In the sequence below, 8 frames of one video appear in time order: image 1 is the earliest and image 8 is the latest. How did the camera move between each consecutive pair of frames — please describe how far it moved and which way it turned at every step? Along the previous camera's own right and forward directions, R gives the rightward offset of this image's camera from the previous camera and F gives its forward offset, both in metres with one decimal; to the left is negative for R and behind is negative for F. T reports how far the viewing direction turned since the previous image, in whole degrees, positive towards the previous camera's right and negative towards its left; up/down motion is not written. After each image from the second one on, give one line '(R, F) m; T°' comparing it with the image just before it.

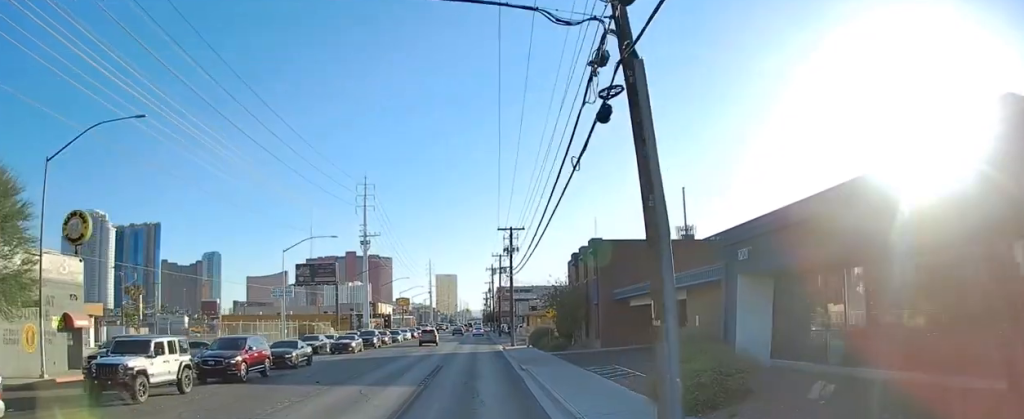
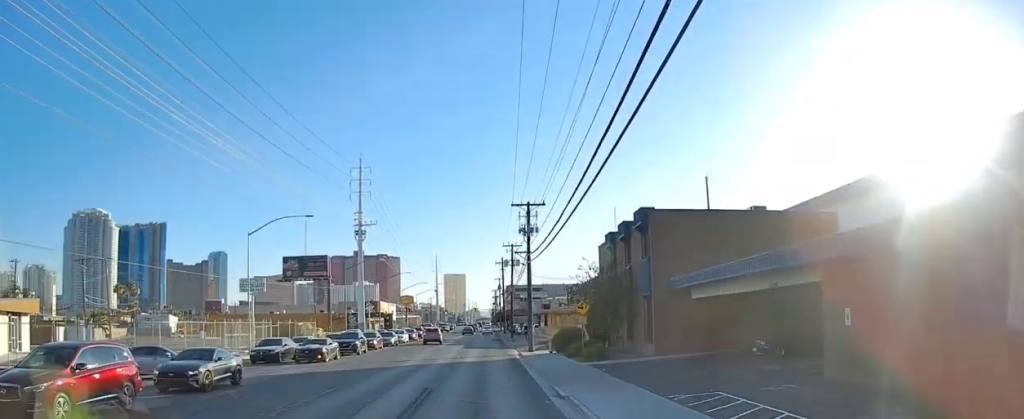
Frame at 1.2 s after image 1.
(-0.1, +12.4) m; 0°
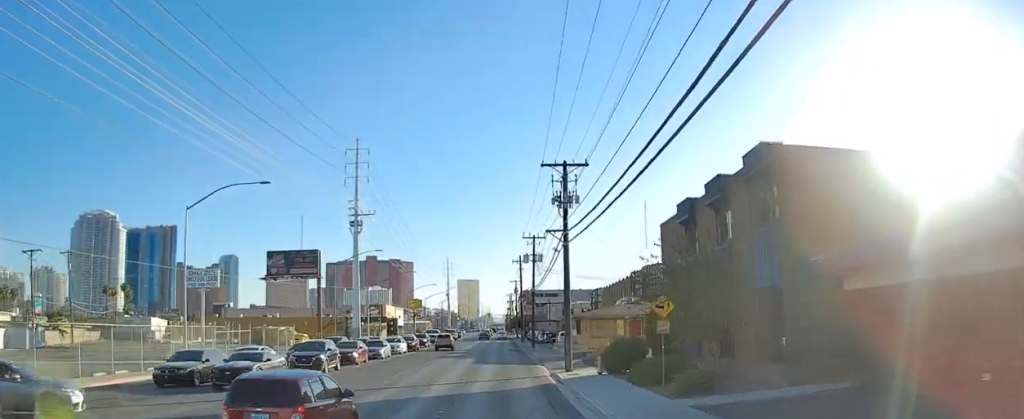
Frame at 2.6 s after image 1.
(+0.1, +13.4) m; 0°
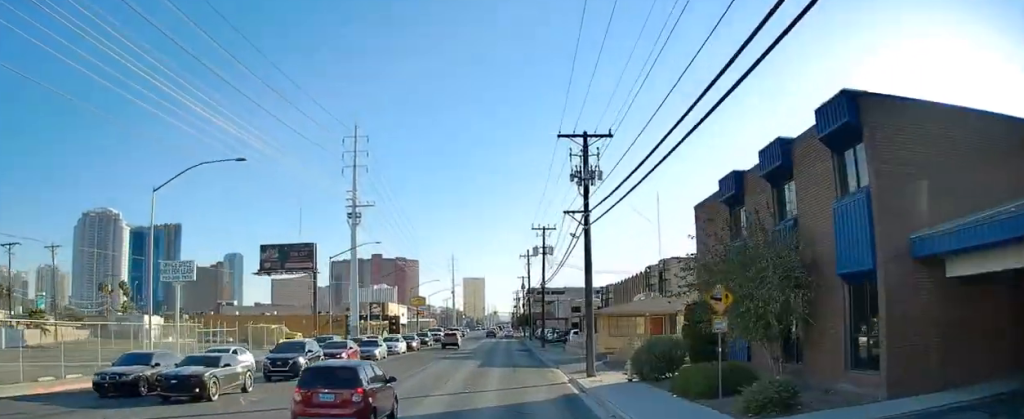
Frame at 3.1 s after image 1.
(0.0, +4.8) m; -1°
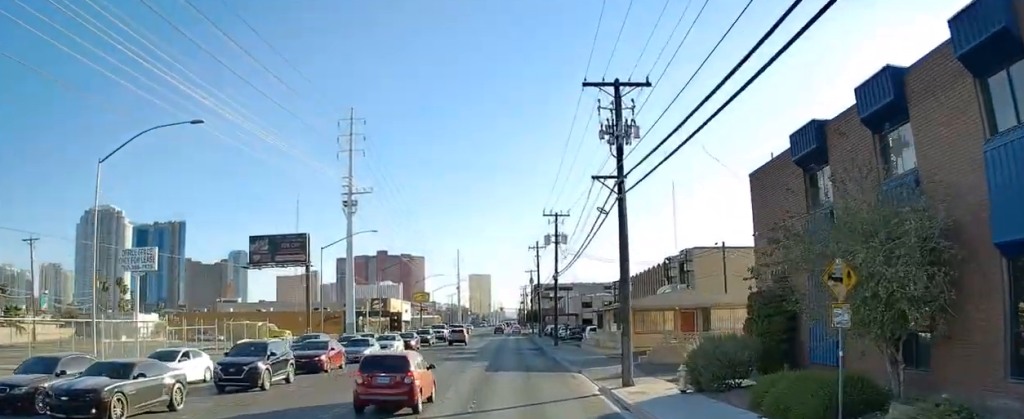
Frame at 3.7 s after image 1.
(0.0, +6.1) m; -1°
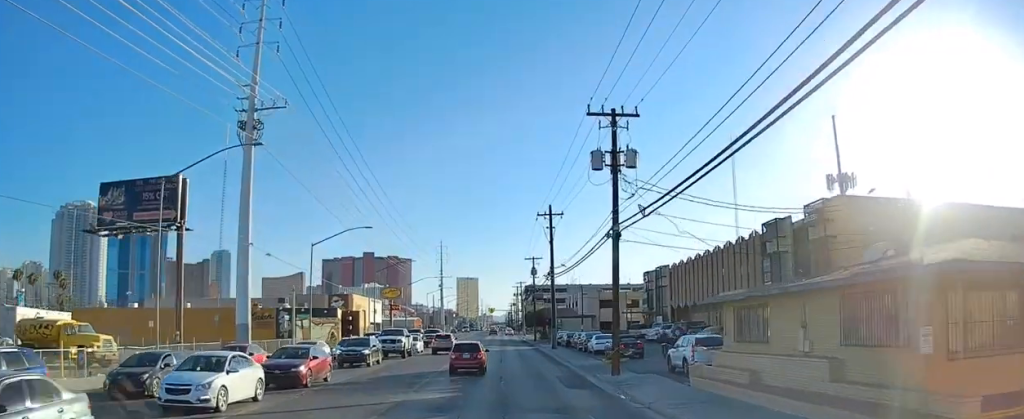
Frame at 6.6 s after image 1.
(-0.4, +29.6) m; 0°
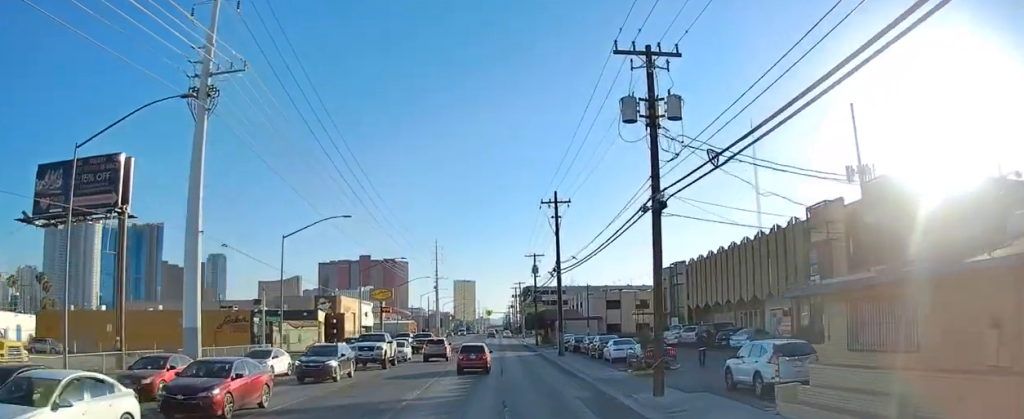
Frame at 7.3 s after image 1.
(0.0, +7.3) m; +2°
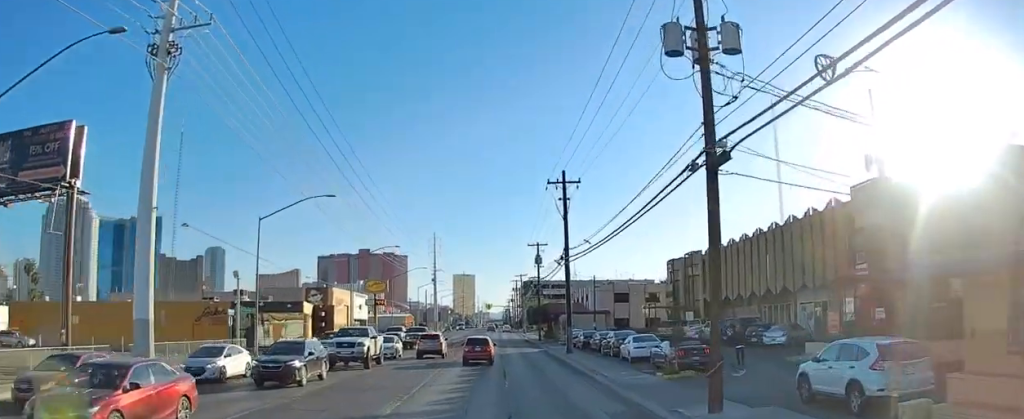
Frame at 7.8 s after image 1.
(-0.1, +5.1) m; +1°
